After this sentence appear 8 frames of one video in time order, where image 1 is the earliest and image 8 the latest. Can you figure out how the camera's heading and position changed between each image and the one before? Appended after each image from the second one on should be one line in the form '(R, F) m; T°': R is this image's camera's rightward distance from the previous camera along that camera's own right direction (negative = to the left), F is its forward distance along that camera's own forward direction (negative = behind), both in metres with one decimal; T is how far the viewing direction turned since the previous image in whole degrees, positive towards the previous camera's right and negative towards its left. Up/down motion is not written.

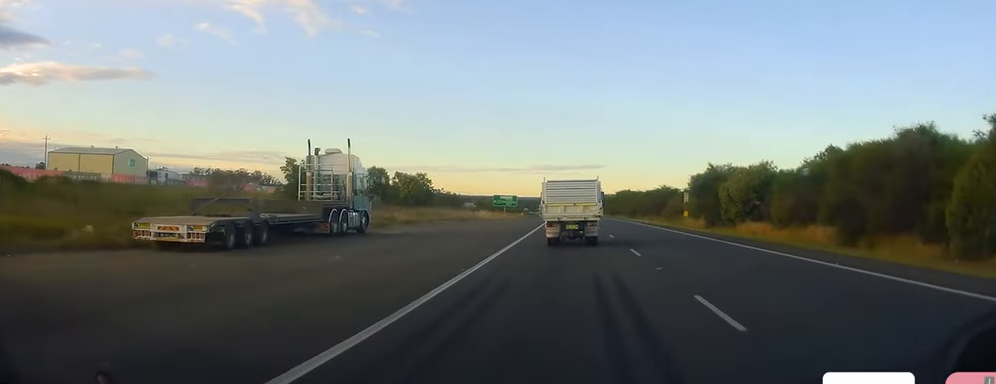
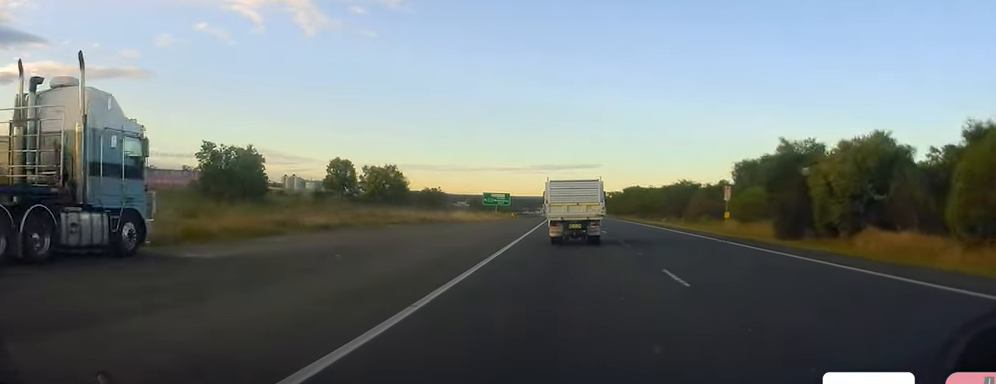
(+0.1, +19.7) m; +1°
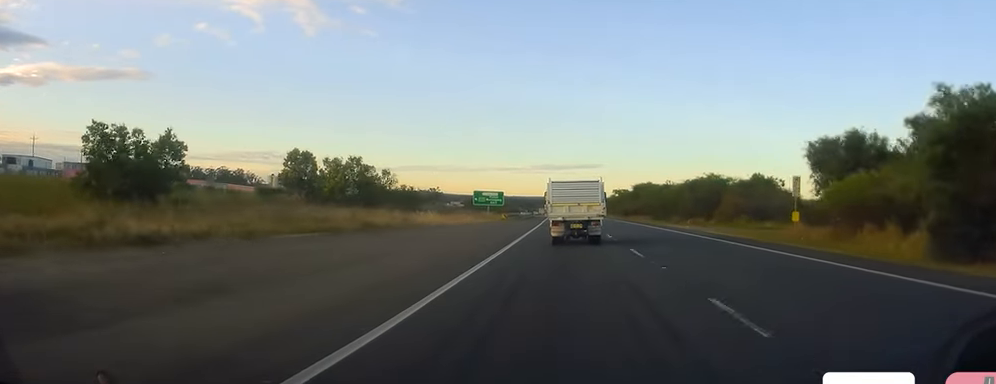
(+0.2, +16.8) m; 0°
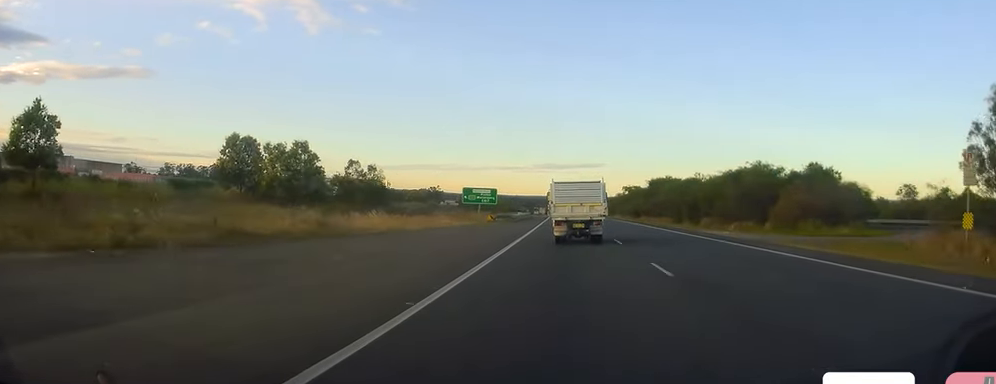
(0.0, +17.7) m; 0°
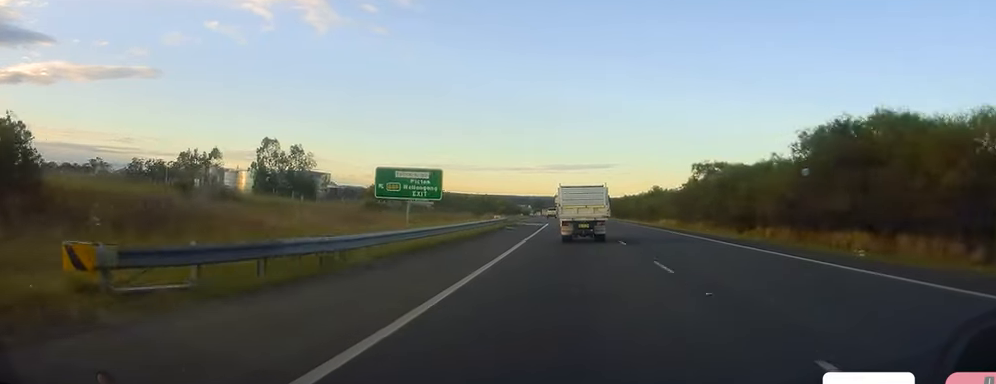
(-0.9, +59.3) m; -1°
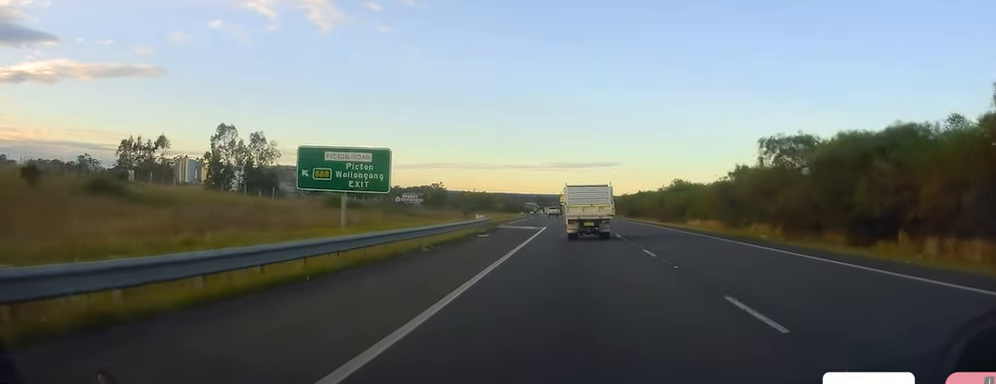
(0.0, +19.4) m; 0°
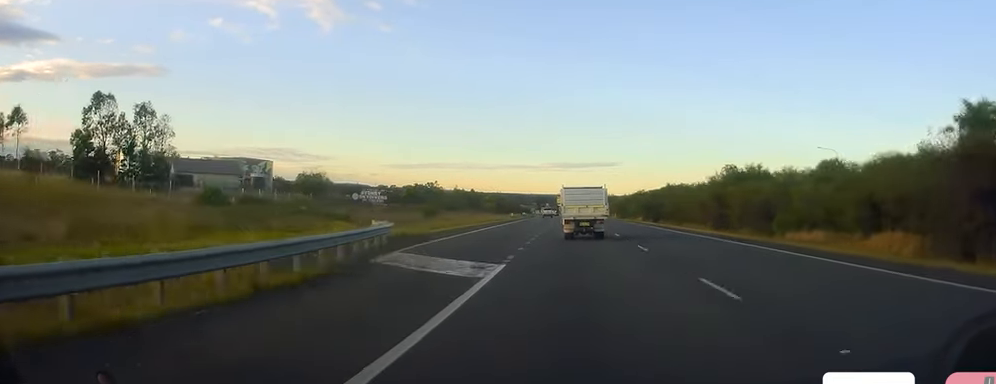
(0.0, +33.2) m; 0°
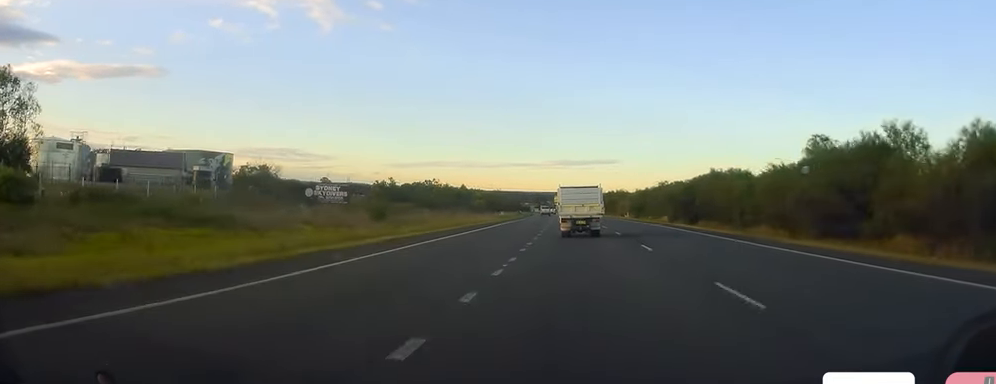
(-0.1, +24.7) m; 0°
